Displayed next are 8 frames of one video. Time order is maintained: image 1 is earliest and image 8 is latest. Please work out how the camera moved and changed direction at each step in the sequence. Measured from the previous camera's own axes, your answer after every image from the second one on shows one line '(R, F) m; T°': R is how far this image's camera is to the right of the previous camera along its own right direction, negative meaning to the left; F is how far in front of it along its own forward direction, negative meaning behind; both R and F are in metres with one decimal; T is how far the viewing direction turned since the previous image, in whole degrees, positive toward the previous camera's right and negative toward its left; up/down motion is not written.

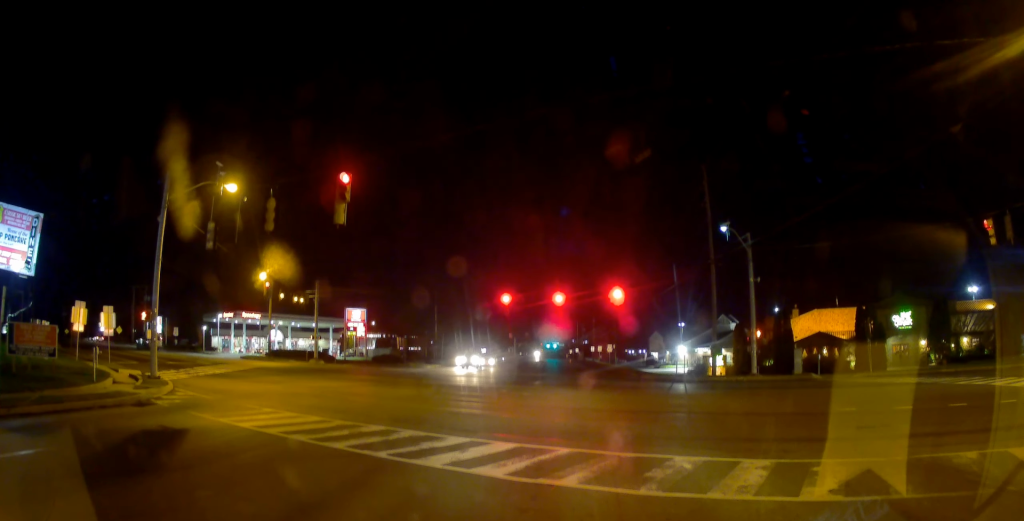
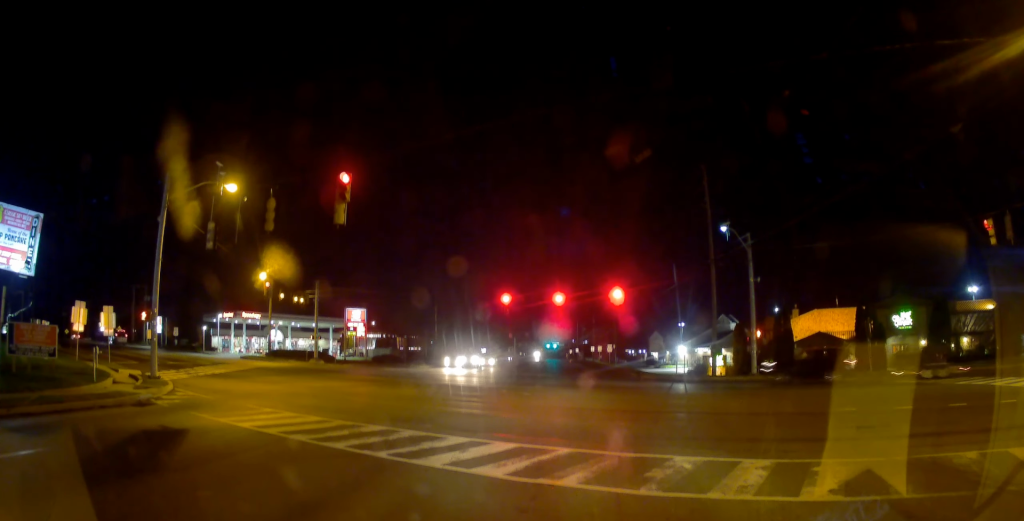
(0.0, 0.0) m; 0°
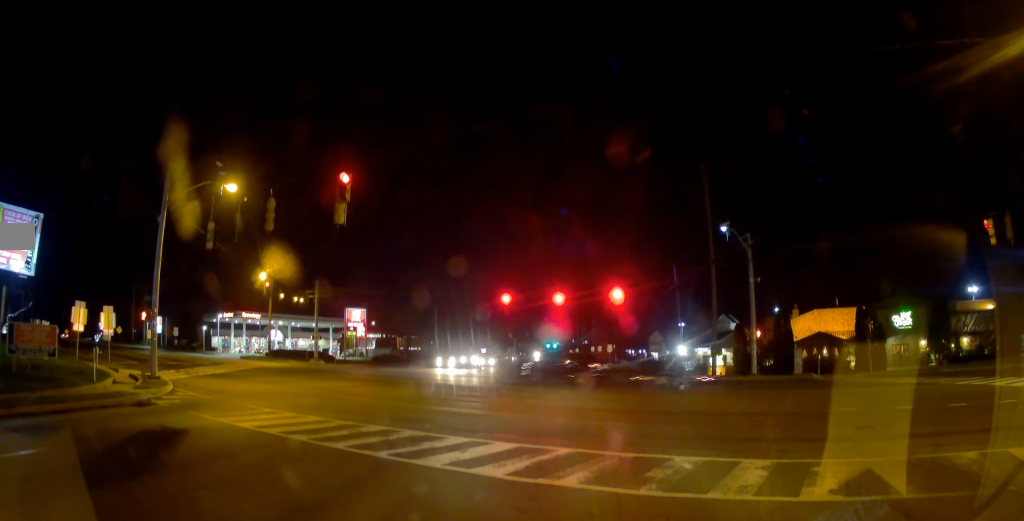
(0.0, 0.0) m; 0°
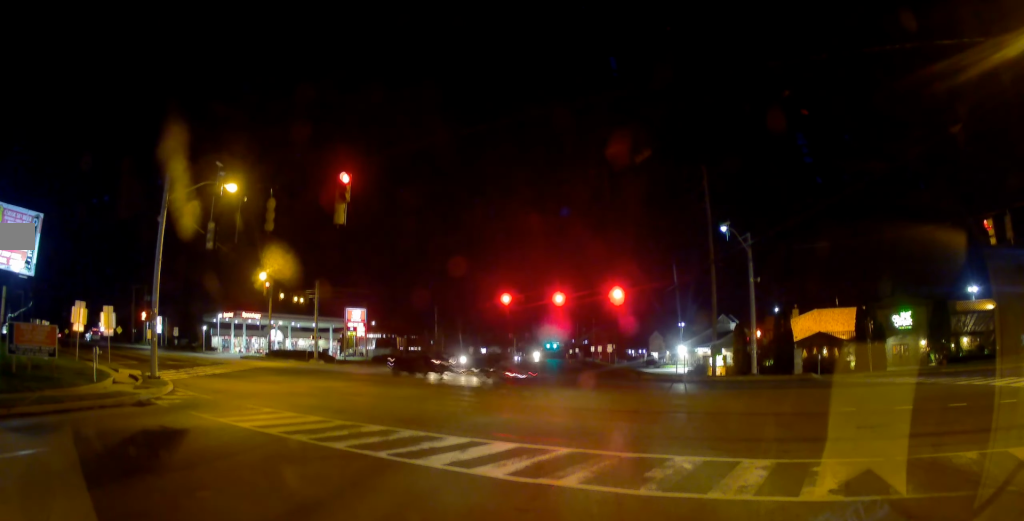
(0.0, 0.0) m; 0°
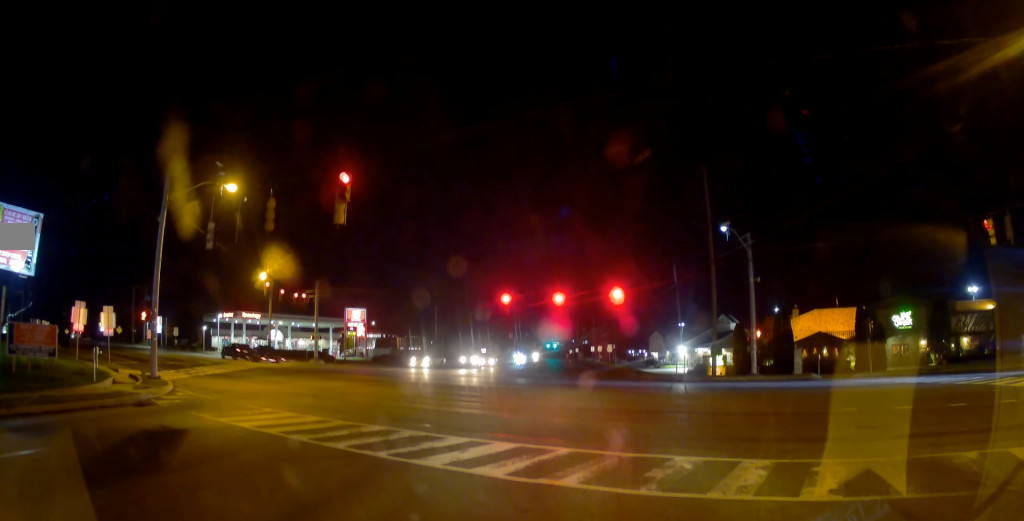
(0.0, 0.0) m; 0°
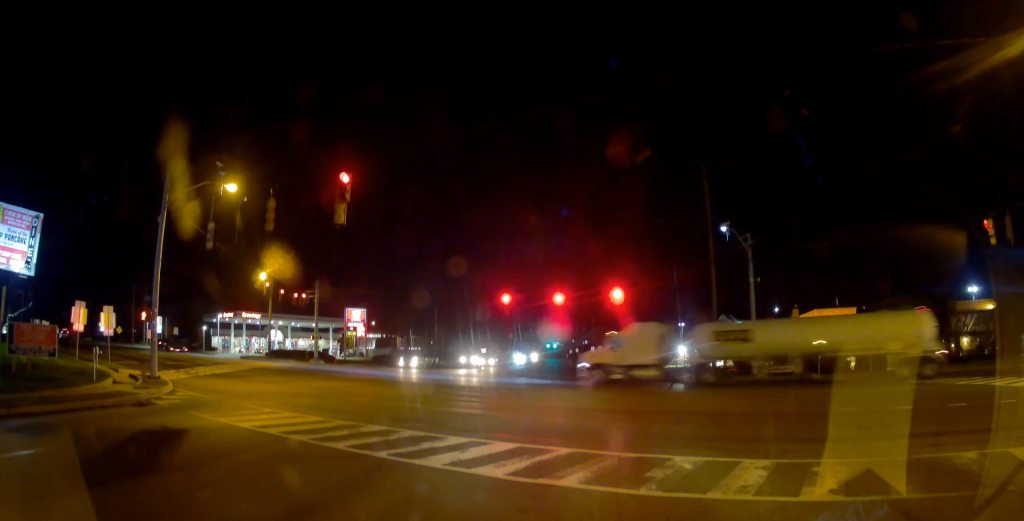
(0.0, 0.0) m; 0°
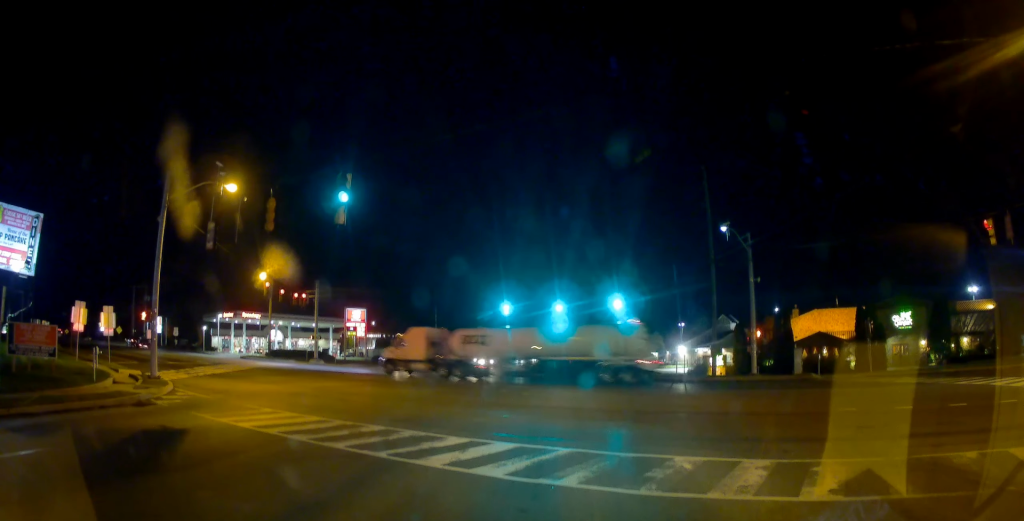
(0.0, 0.0) m; 0°
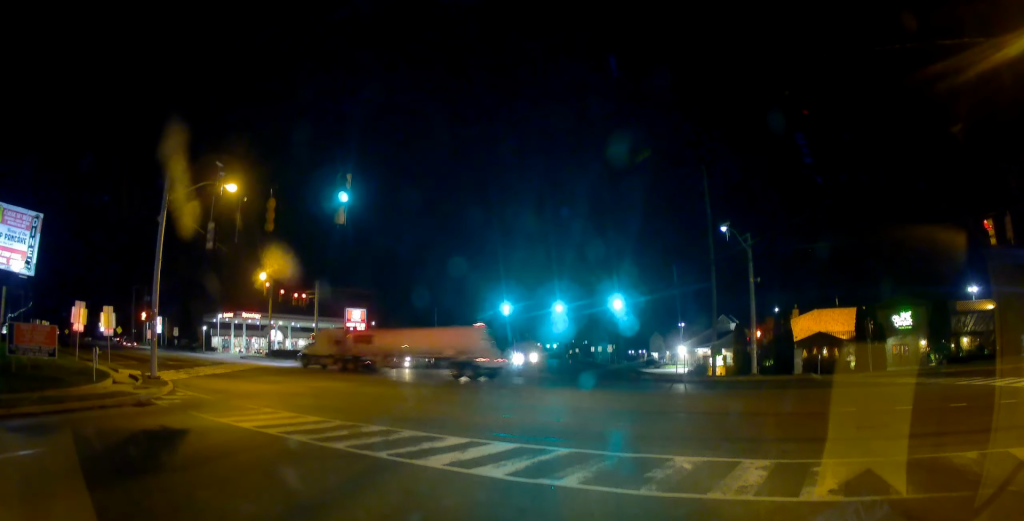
(0.0, 0.0) m; 0°
